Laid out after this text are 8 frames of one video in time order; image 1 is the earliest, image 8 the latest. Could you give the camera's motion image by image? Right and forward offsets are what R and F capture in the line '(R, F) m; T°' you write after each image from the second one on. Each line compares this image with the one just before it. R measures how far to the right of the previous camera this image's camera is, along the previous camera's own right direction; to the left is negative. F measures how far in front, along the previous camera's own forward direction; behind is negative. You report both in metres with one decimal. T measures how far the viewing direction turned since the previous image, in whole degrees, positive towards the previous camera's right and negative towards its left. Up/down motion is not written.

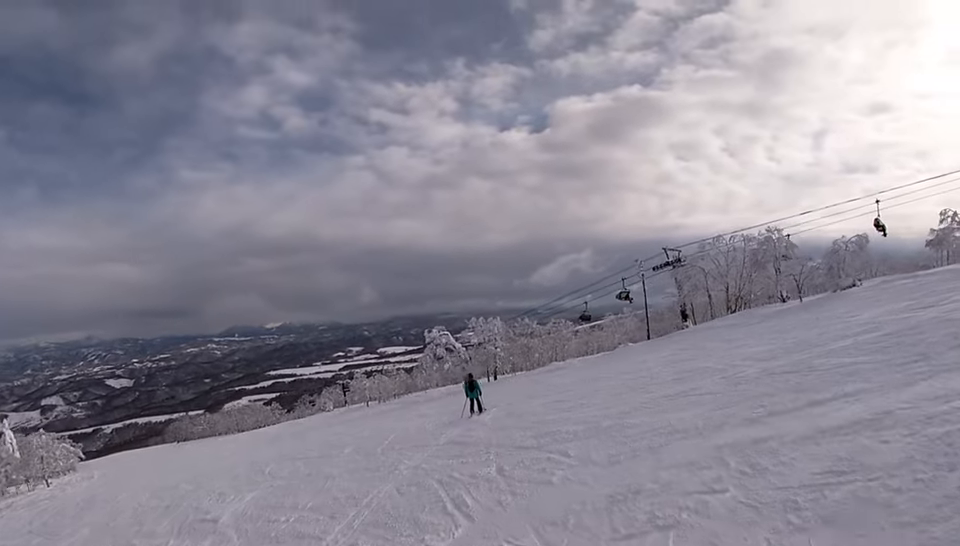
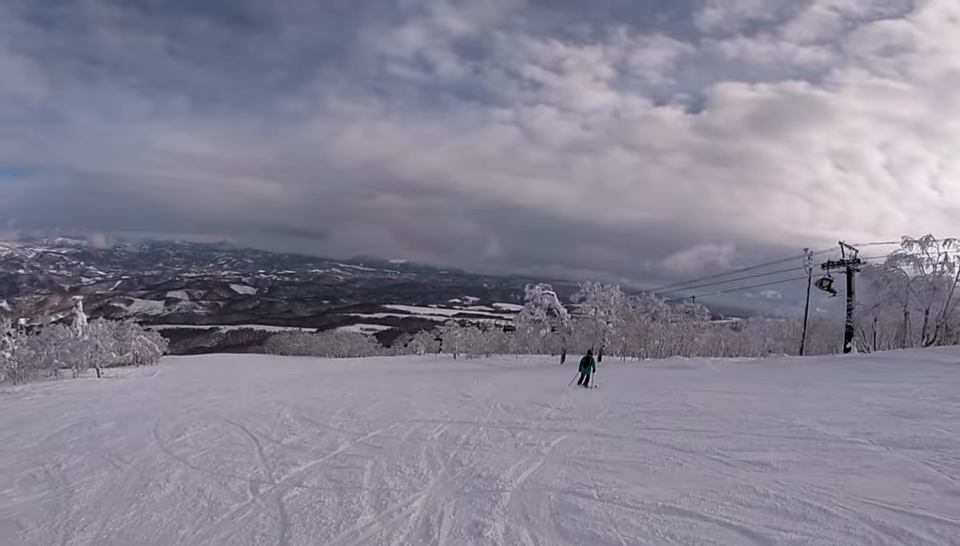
(+0.6, +9.9) m; +7°
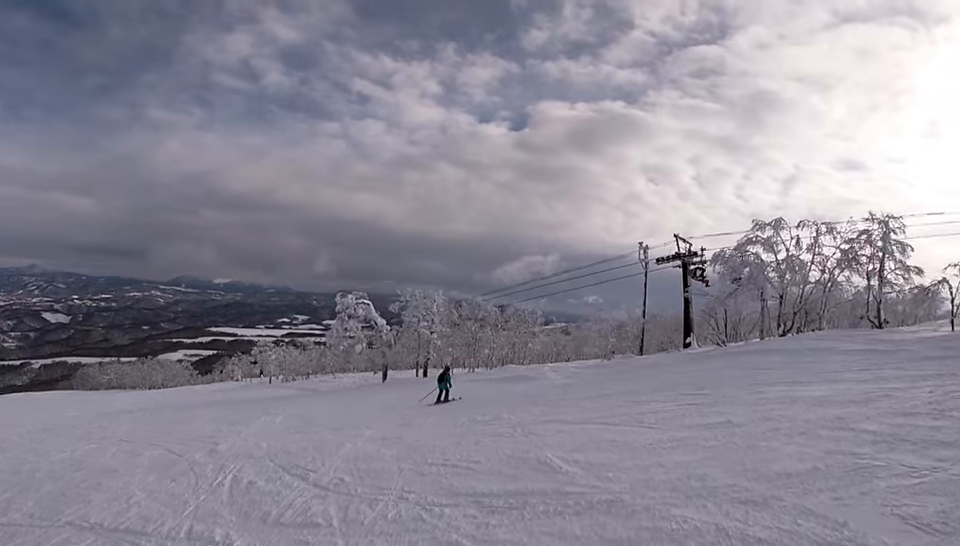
(+0.1, +6.2) m; +2°
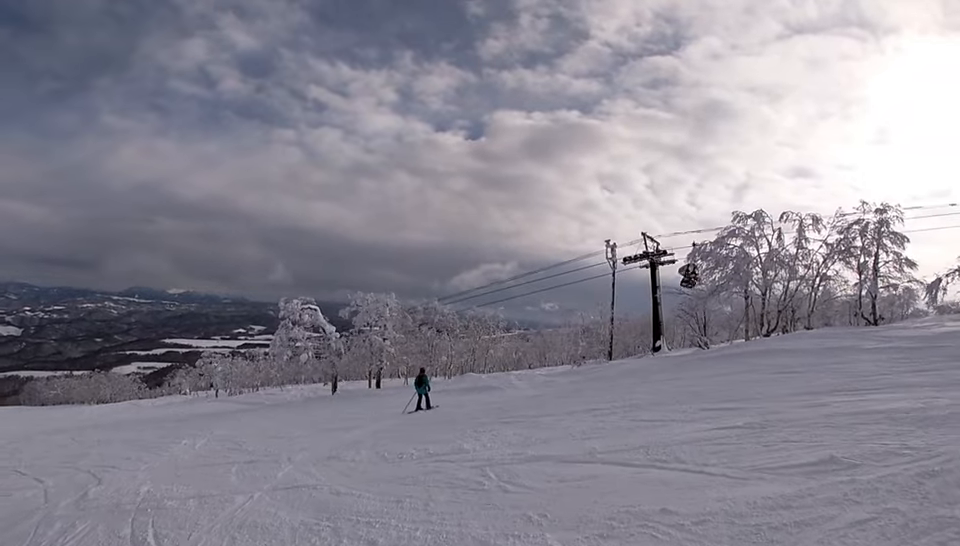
(0.0, +3.1) m; +2°
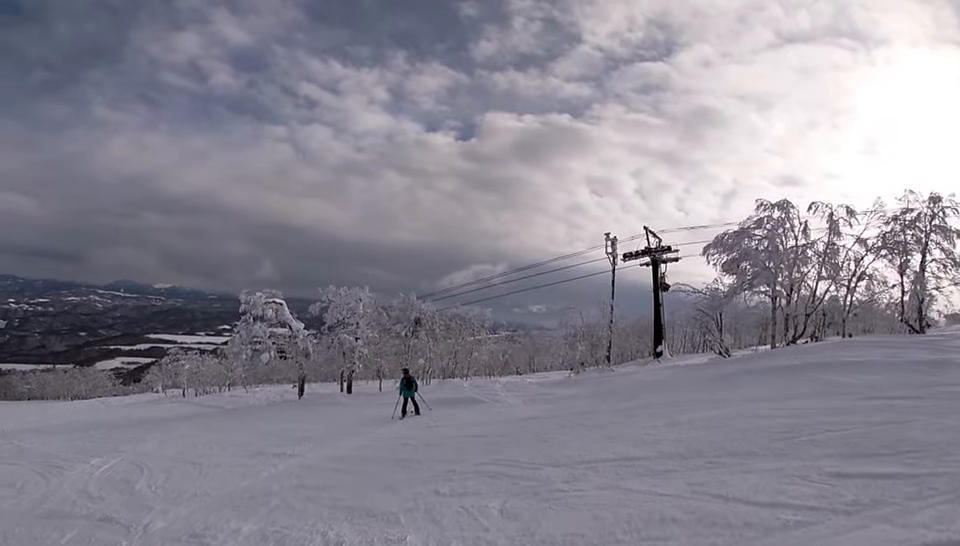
(+0.2, +4.0) m; -9°
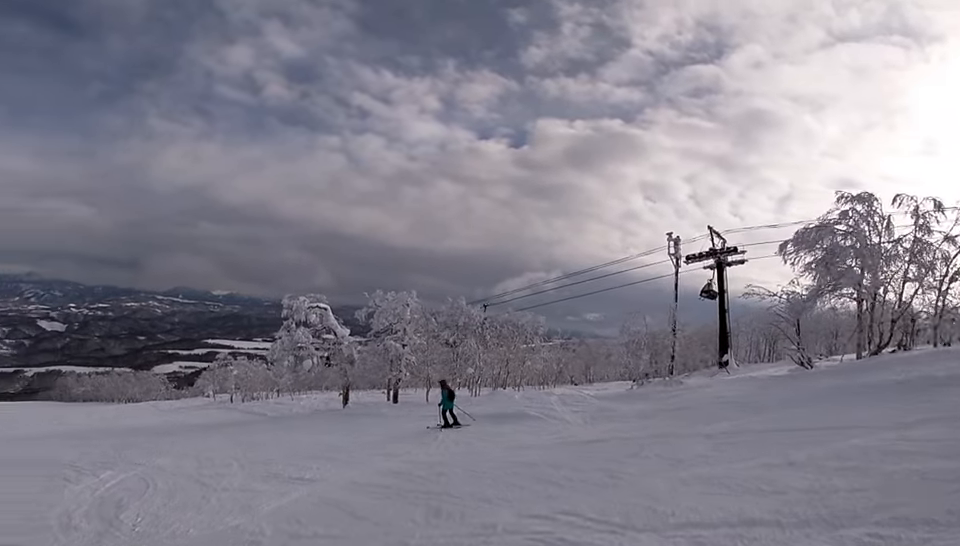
(+0.4, +2.0) m; -8°
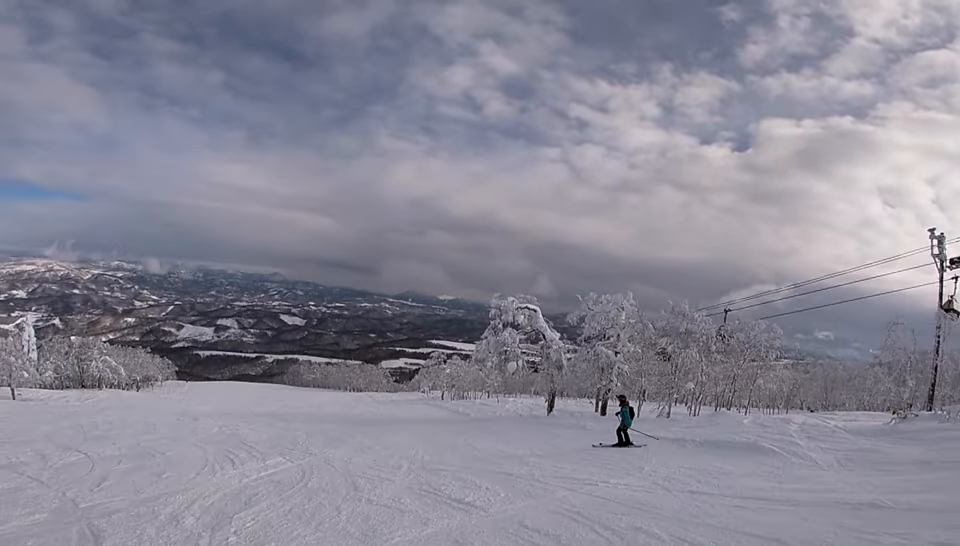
(-0.9, +2.5) m; -14°
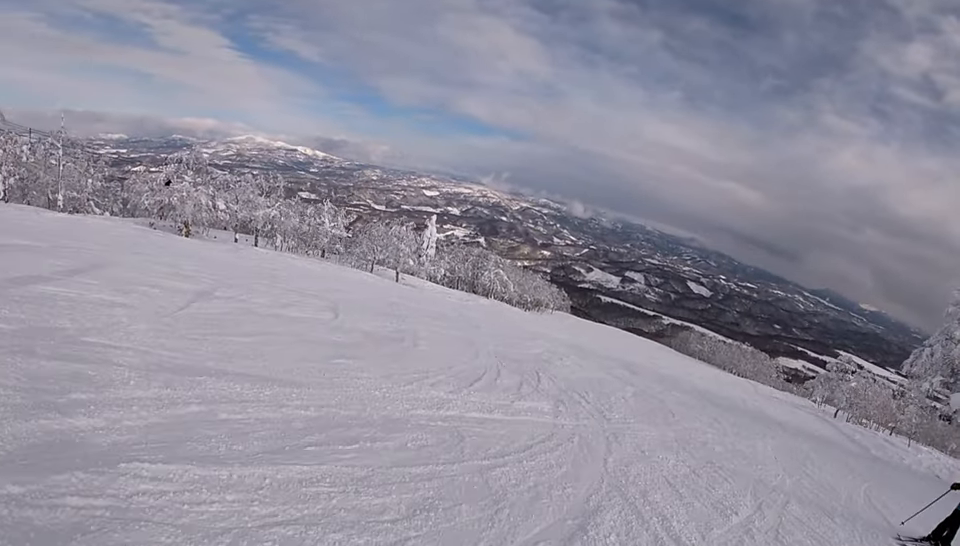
(-1.3, +6.0) m; -27°
